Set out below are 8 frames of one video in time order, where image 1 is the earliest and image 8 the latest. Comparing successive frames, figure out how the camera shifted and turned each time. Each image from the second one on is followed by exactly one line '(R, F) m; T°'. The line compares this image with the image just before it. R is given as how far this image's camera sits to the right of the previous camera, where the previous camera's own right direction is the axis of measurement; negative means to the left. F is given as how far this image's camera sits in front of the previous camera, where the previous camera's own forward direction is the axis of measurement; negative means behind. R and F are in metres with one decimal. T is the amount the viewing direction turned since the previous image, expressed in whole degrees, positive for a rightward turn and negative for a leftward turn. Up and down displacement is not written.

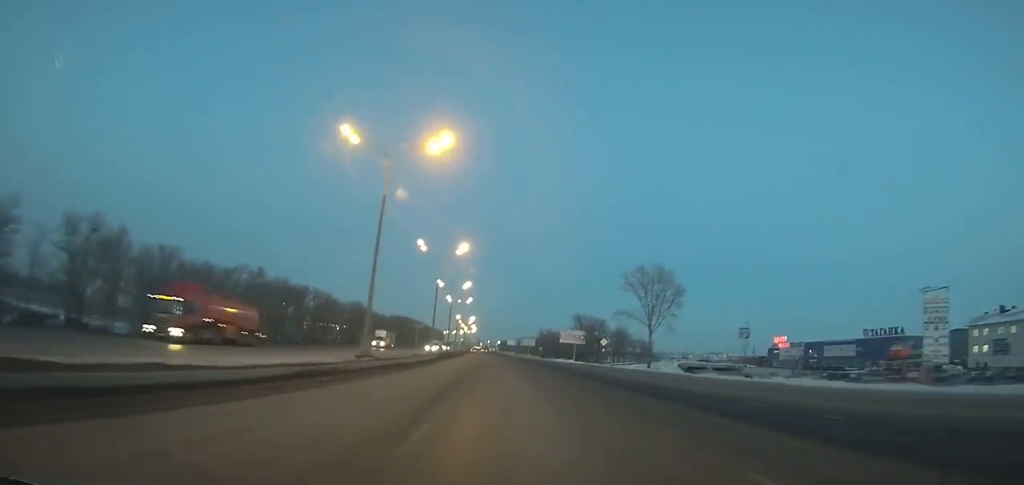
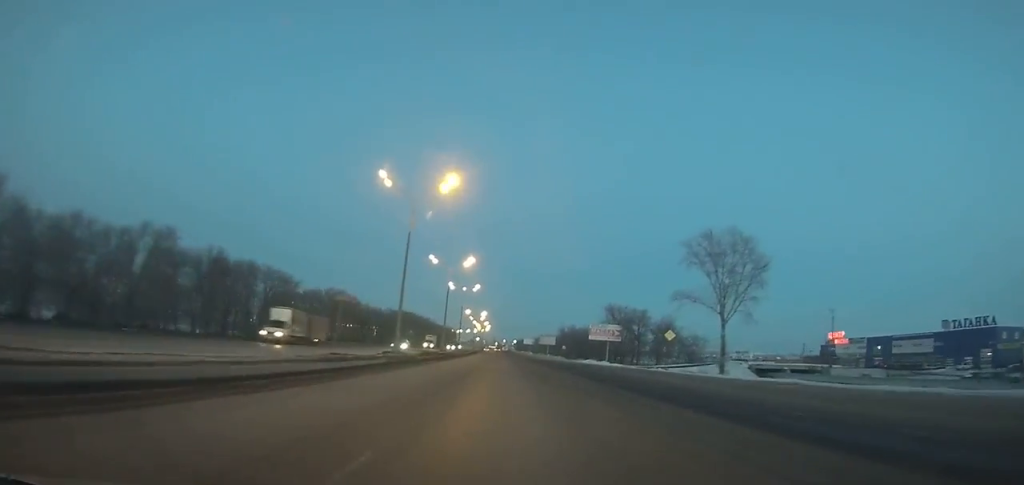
(-0.3, +26.5) m; -1°
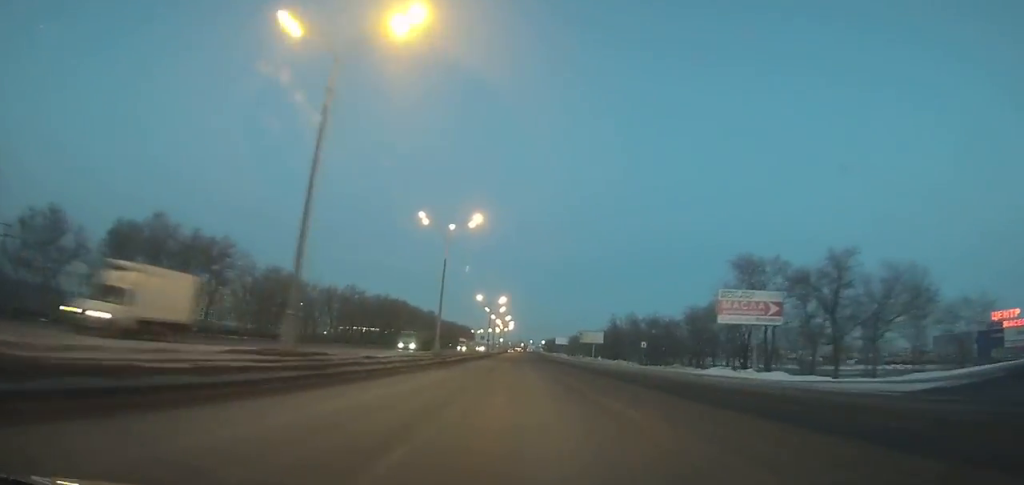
(-1.1, +59.3) m; -1°
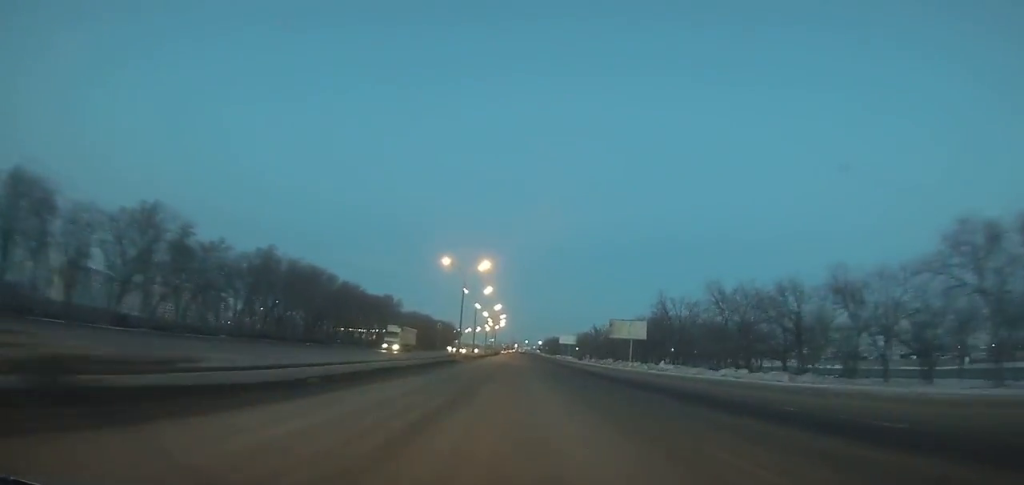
(+0.1, +58.2) m; 0°
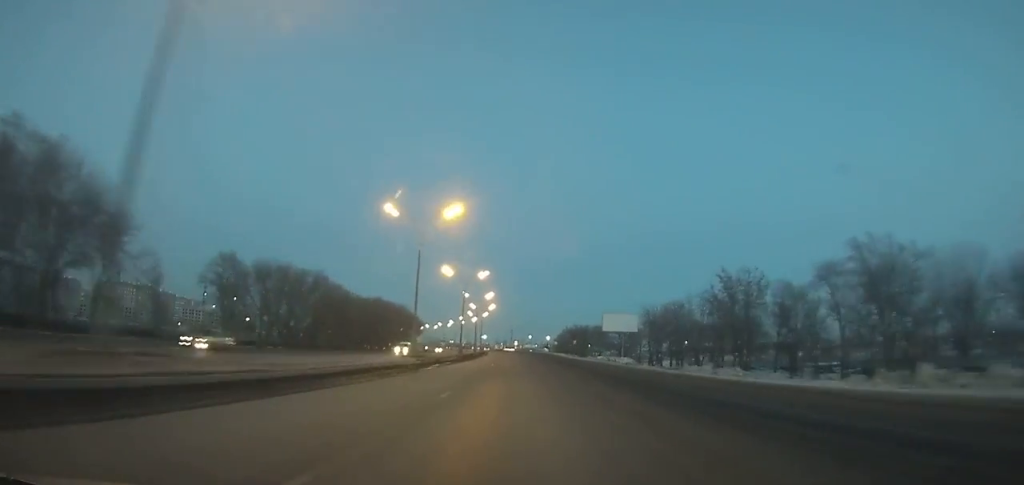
(-0.1, +104.0) m; 0°
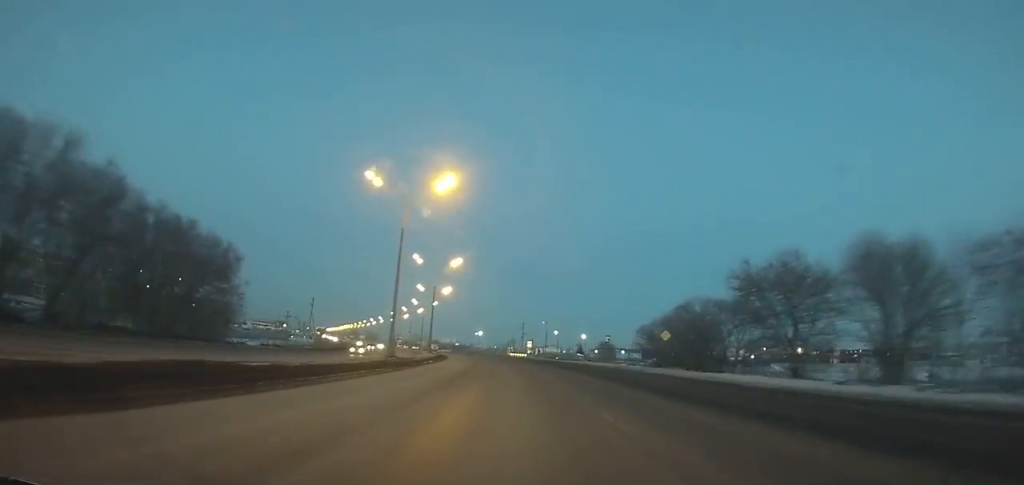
(-0.7, +119.9) m; -3°
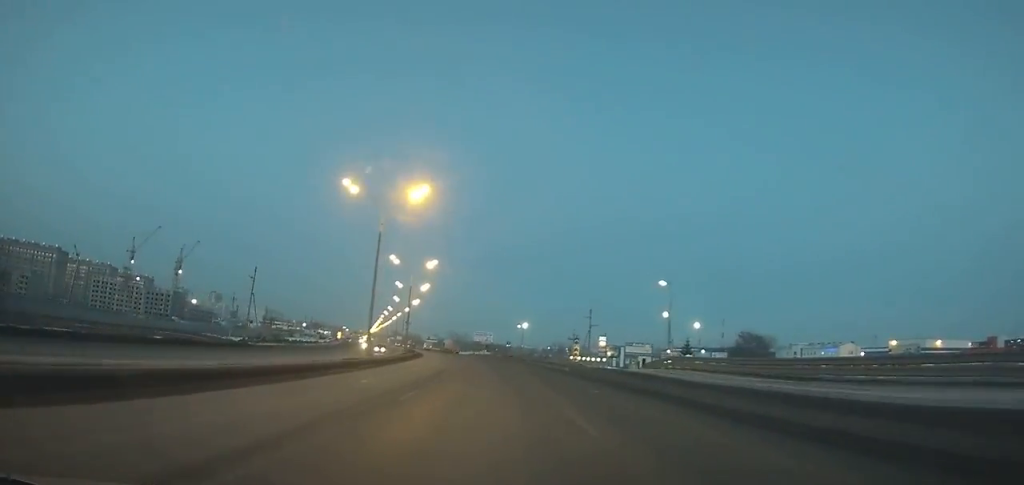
(-3.3, +71.6) m; -6°
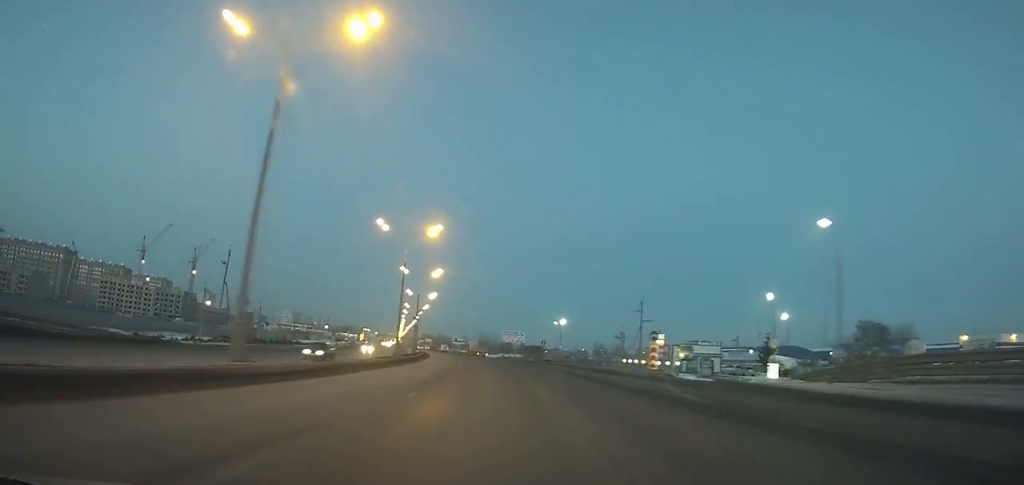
(-0.4, +24.3) m; -3°
